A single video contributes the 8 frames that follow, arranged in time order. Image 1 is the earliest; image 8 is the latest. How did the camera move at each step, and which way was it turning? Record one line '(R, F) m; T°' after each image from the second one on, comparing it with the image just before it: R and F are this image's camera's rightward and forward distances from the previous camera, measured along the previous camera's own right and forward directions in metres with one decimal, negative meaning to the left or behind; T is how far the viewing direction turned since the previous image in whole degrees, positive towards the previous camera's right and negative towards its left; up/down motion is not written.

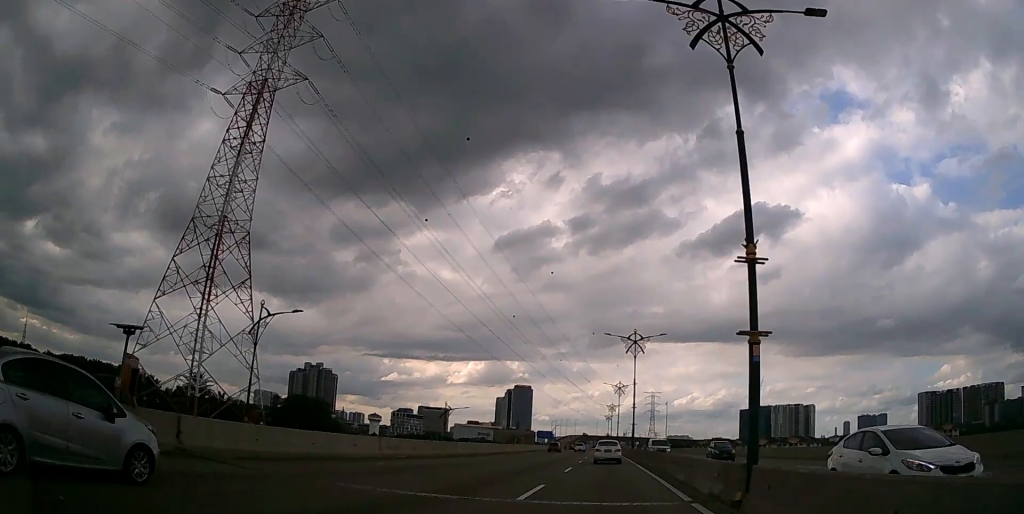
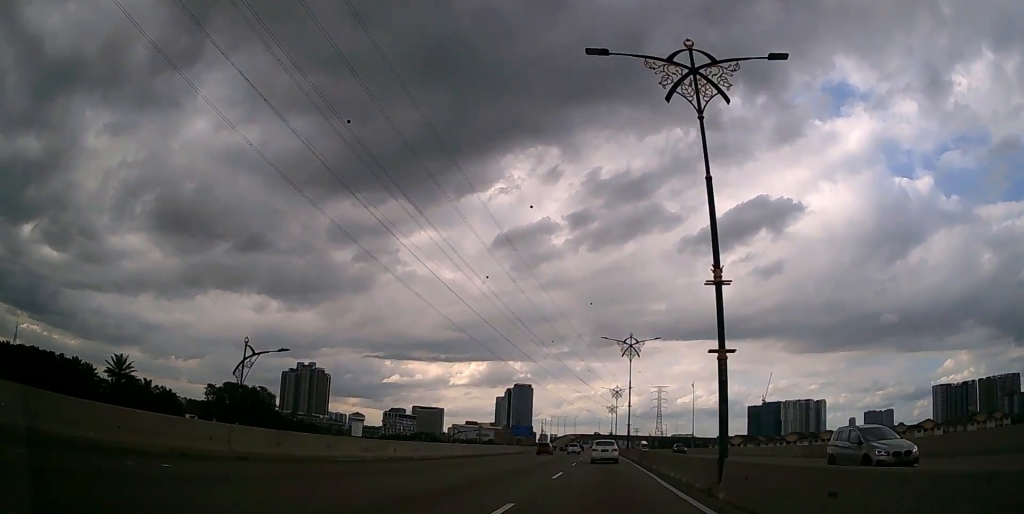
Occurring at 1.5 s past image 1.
(-0.1, +43.5) m; 0°
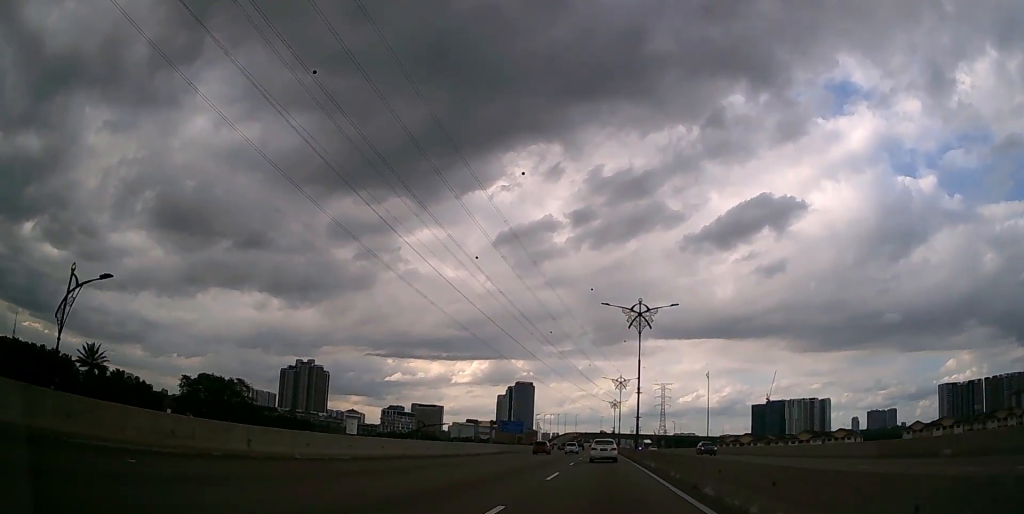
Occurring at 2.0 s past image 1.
(0.0, +13.5) m; 0°
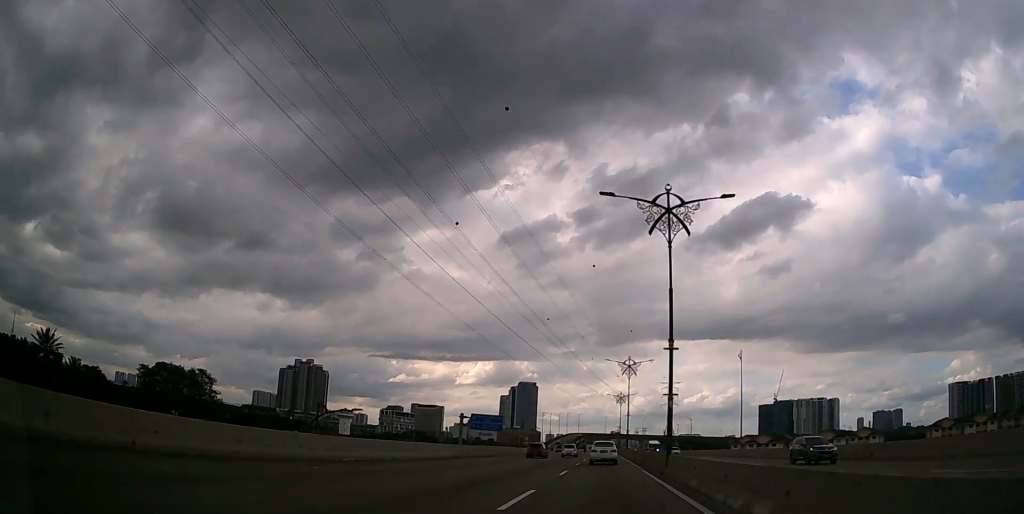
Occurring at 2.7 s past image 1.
(0.0, +21.2) m; 0°
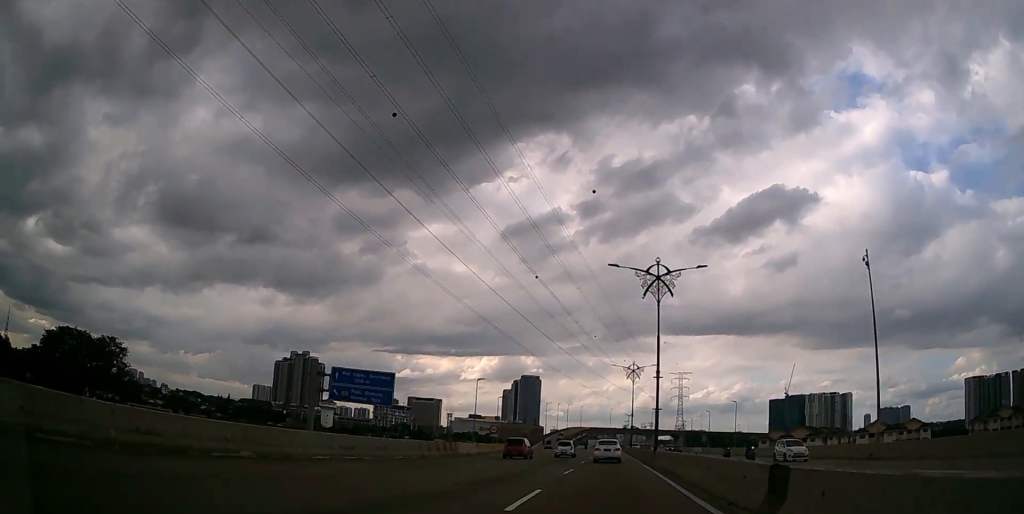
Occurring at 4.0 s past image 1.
(-0.2, +37.3) m; -1°
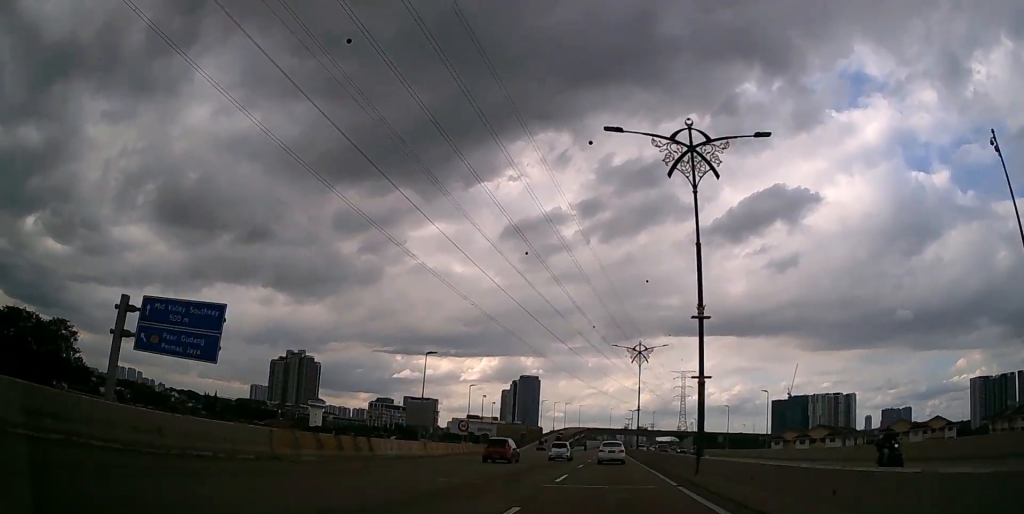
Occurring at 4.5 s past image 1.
(0.0, +16.0) m; 0°
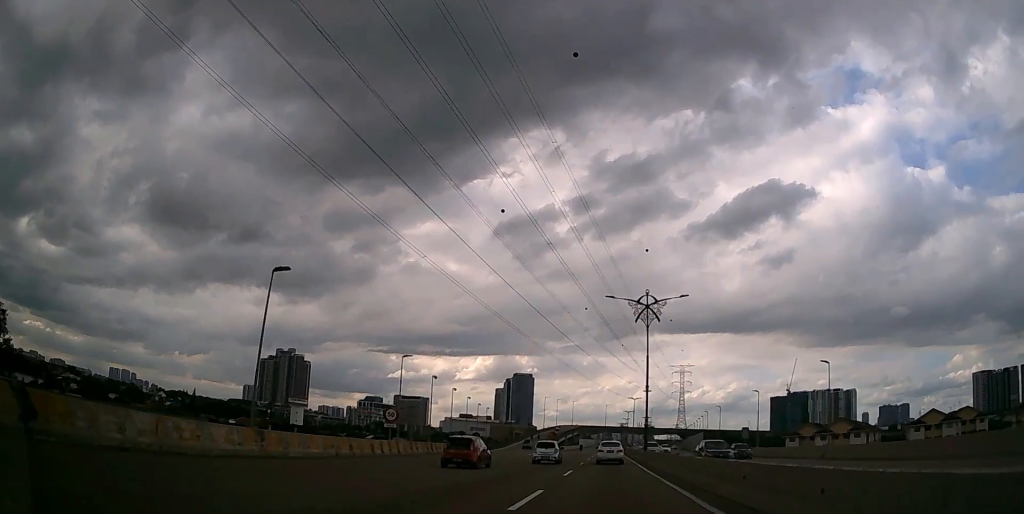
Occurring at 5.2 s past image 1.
(0.0, +19.5) m; 0°
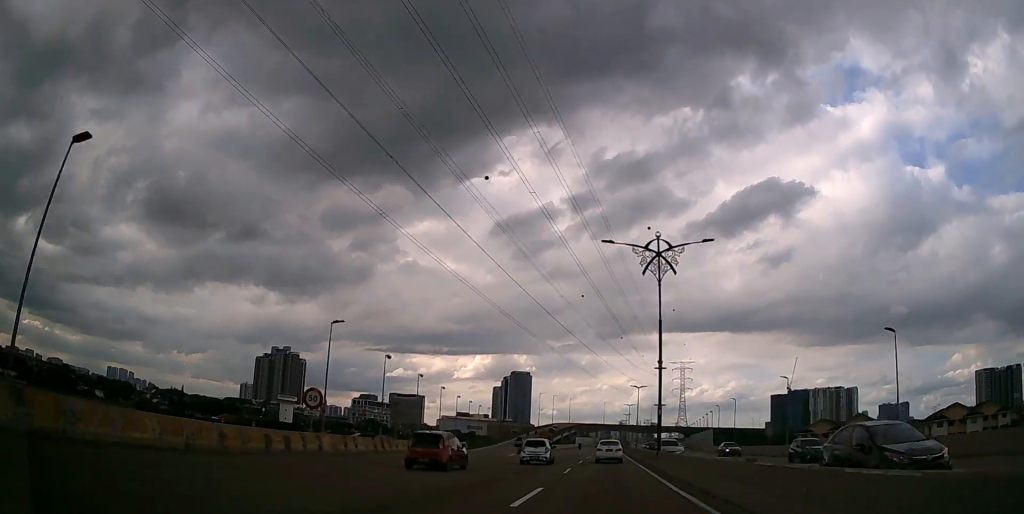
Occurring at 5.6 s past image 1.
(0.0, +12.2) m; 0°
